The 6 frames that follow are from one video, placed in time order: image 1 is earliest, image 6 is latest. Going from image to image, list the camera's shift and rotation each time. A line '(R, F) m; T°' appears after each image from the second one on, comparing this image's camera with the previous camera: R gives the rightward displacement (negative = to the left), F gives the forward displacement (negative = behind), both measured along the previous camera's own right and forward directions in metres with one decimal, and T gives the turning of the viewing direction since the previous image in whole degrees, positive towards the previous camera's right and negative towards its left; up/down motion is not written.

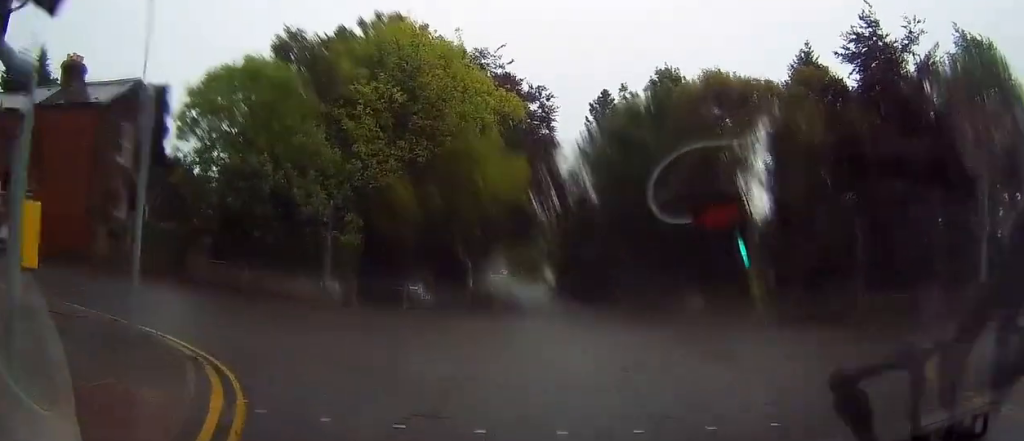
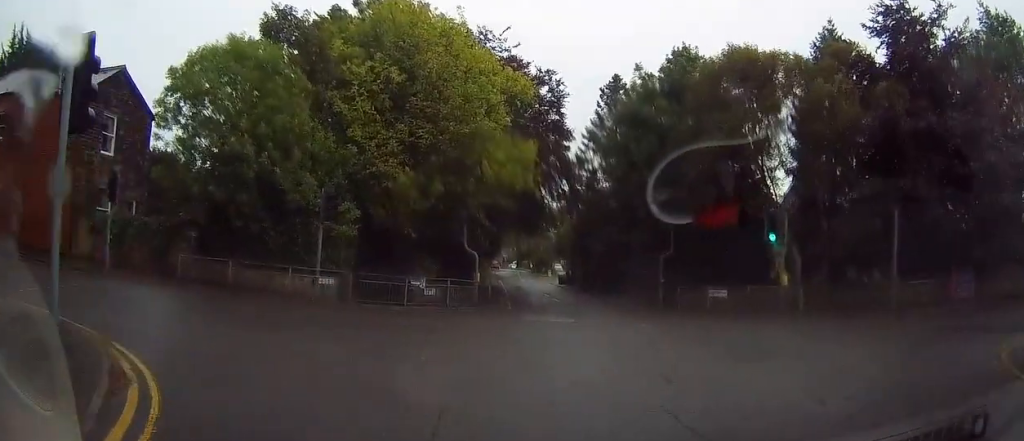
(+0.1, +2.1) m; +2°
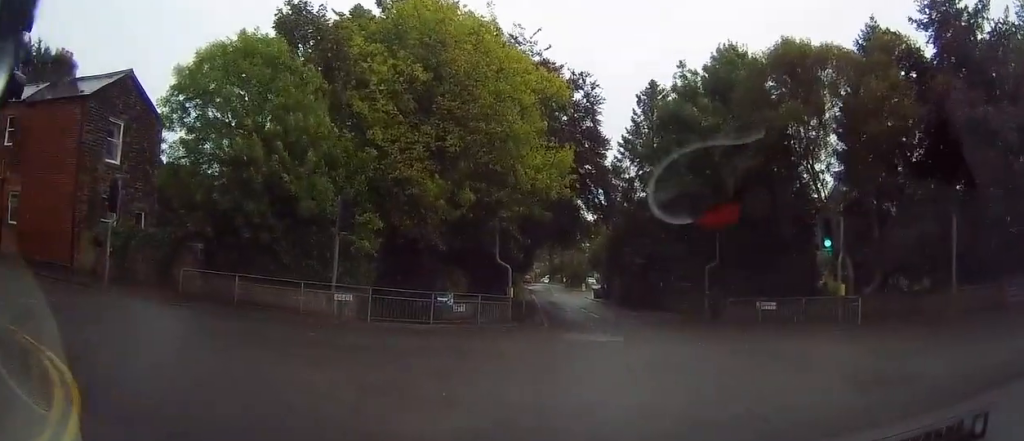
(+0.1, +2.0) m; 0°
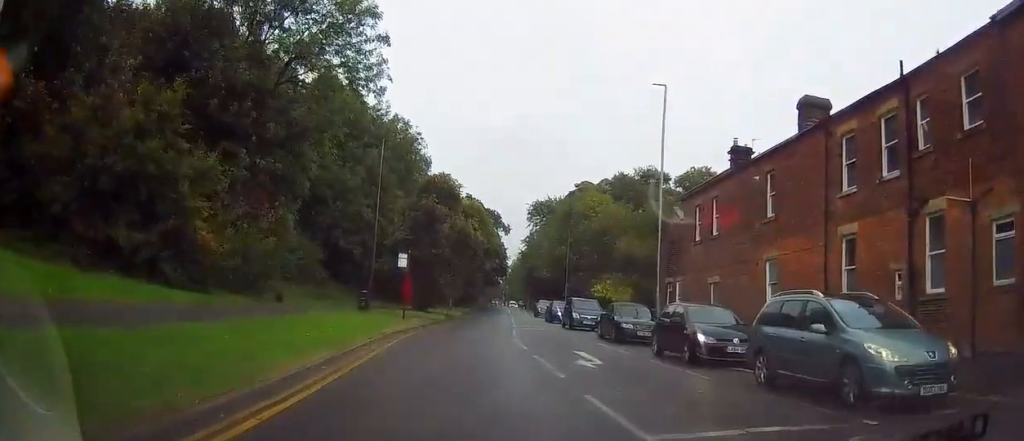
(-12.5, +11.3) m; -88°
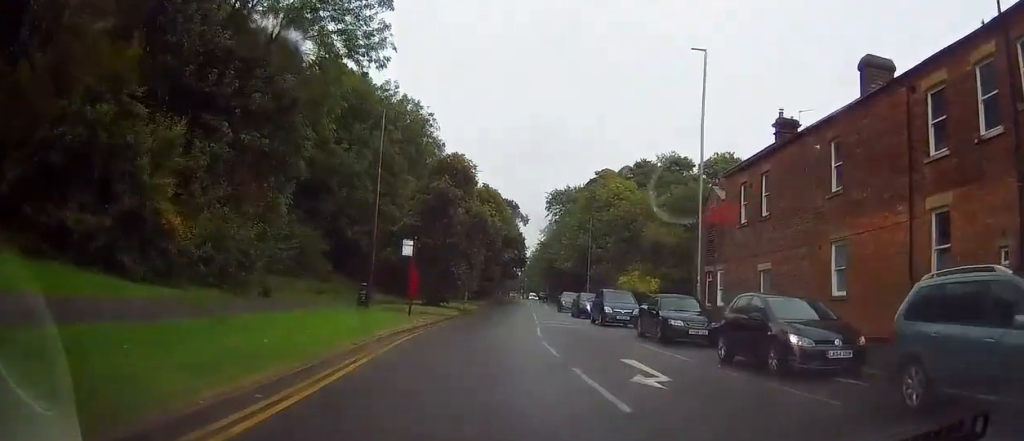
(-0.3, +3.8) m; 0°
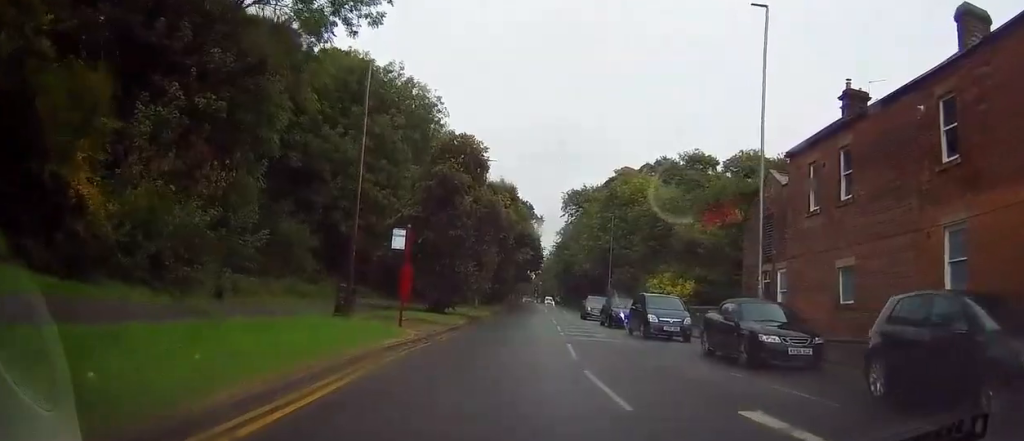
(0.0, +5.1) m; +1°
